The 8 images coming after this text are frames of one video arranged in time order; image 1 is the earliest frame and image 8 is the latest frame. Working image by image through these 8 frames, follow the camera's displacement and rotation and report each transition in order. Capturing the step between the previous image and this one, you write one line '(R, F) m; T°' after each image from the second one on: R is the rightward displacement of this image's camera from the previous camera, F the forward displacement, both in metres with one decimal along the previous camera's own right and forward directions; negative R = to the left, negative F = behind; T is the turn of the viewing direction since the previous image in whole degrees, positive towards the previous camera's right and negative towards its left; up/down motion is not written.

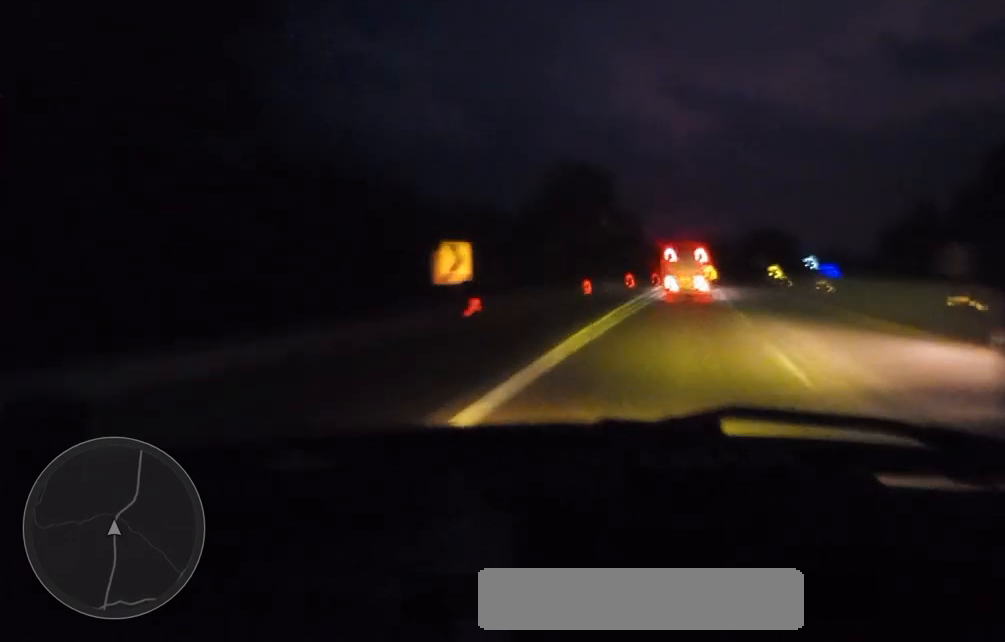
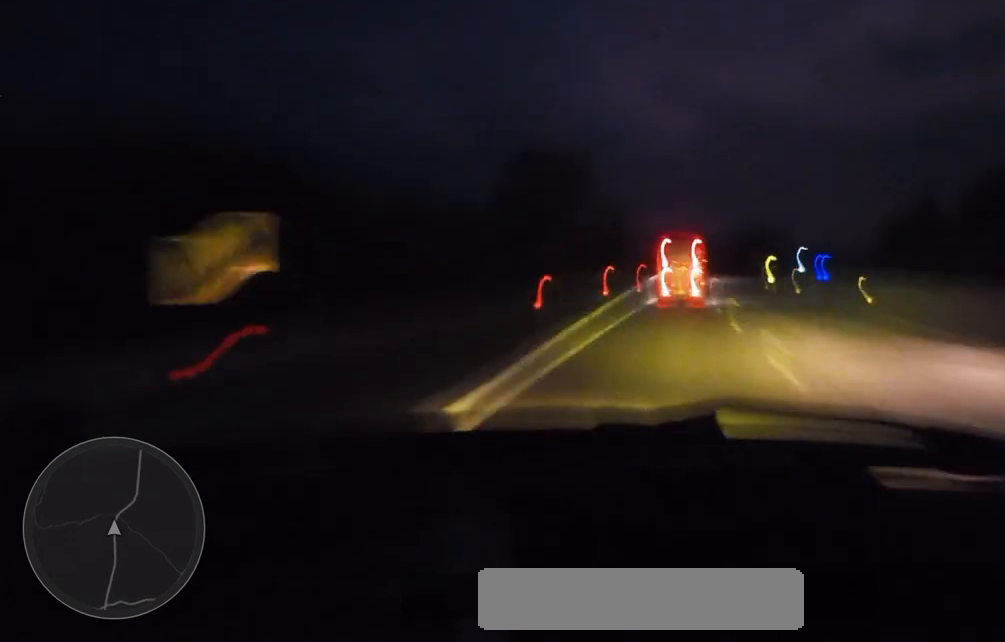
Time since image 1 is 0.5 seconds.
(0.0, +13.2) m; 0°
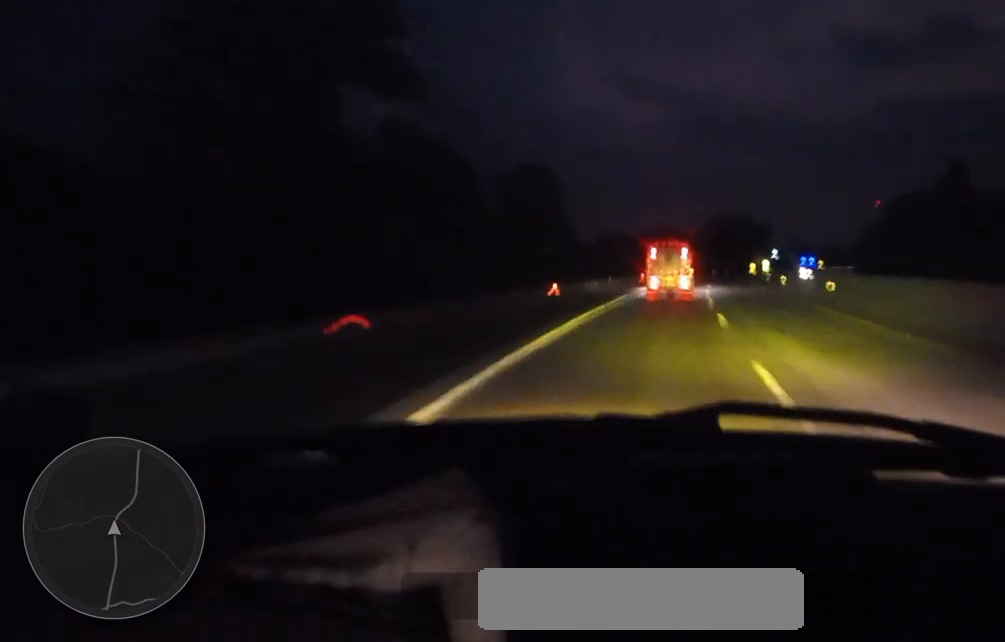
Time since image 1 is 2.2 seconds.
(+0.8, +43.9) m; +2°
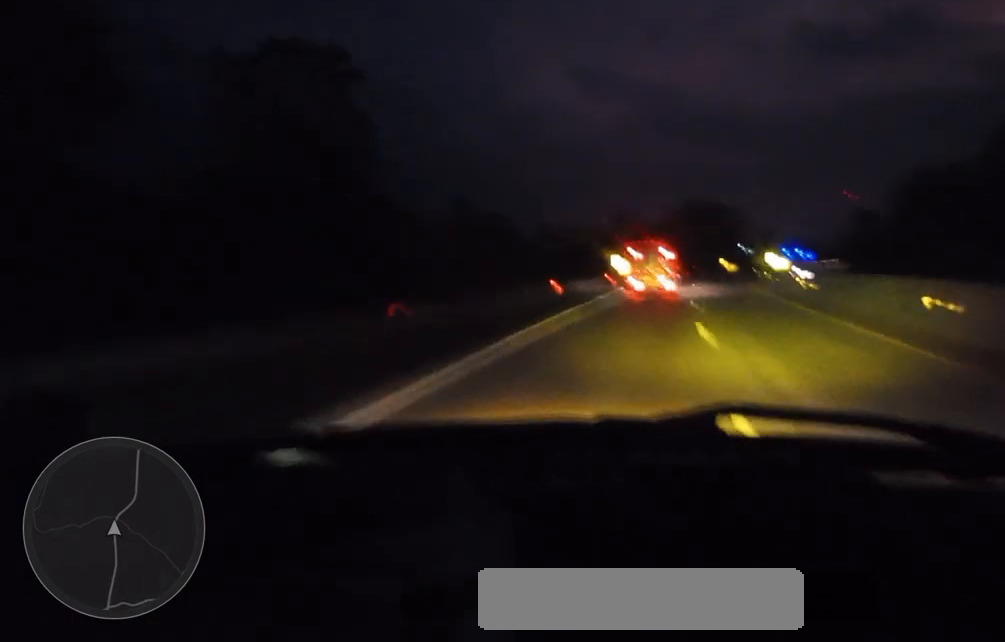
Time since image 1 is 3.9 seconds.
(+1.5, +45.5) m; +3°
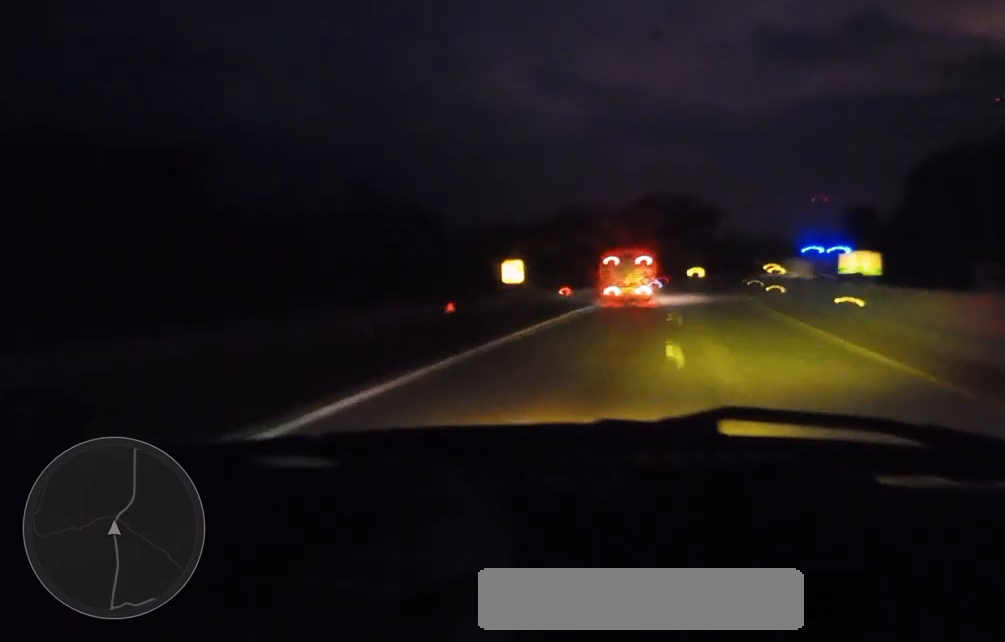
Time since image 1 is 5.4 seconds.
(+0.5, +42.2) m; +1°
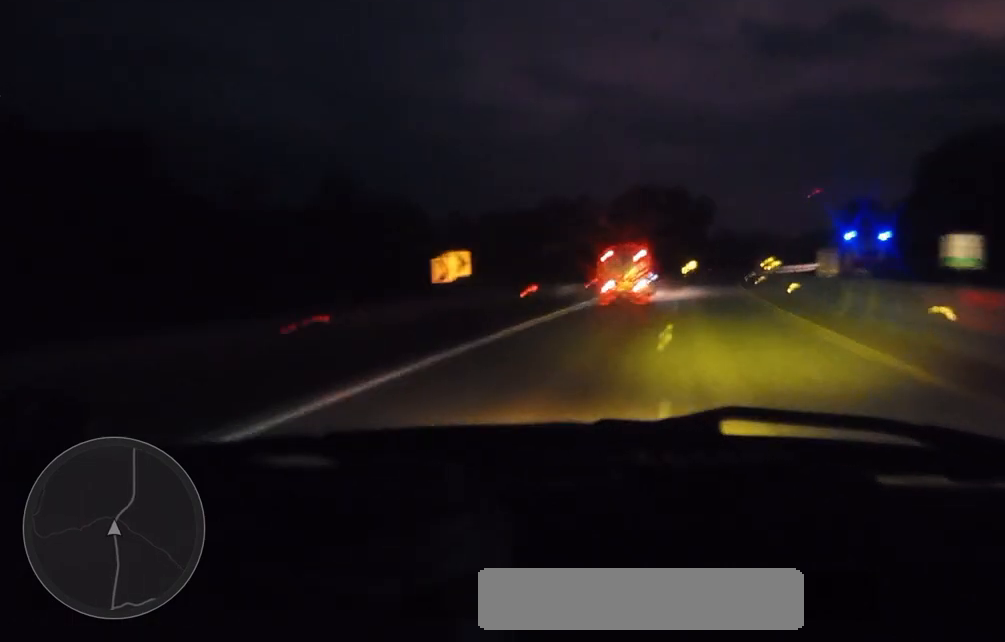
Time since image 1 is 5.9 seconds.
(0.0, +12.8) m; 0°
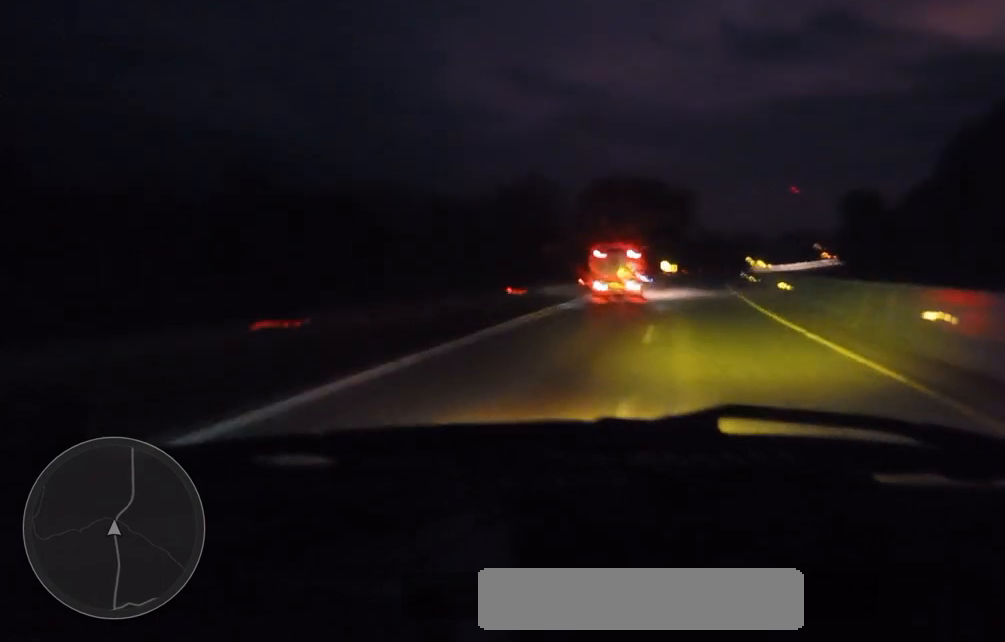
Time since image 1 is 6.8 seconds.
(+0.2, +25.4) m; +1°
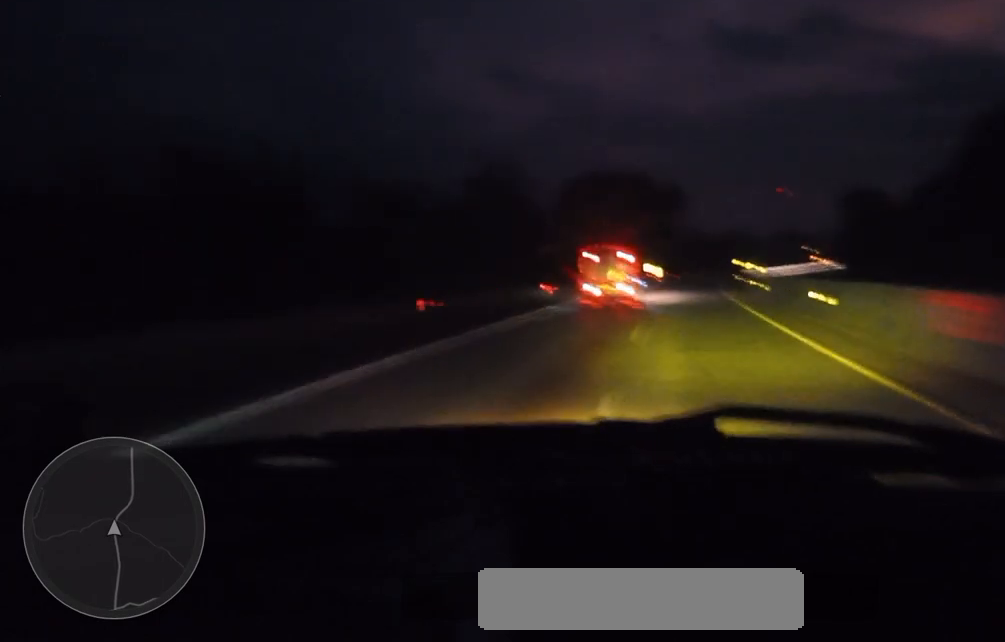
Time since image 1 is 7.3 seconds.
(+0.1, +13.5) m; +1°
